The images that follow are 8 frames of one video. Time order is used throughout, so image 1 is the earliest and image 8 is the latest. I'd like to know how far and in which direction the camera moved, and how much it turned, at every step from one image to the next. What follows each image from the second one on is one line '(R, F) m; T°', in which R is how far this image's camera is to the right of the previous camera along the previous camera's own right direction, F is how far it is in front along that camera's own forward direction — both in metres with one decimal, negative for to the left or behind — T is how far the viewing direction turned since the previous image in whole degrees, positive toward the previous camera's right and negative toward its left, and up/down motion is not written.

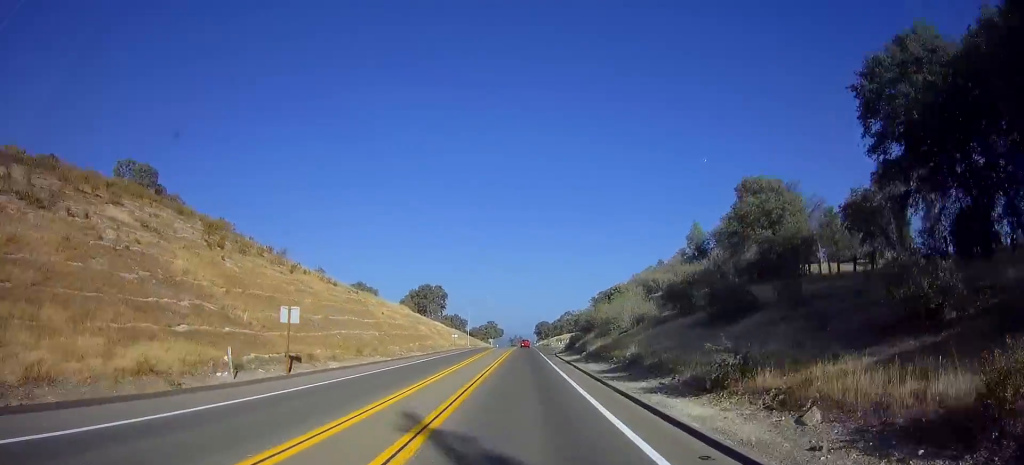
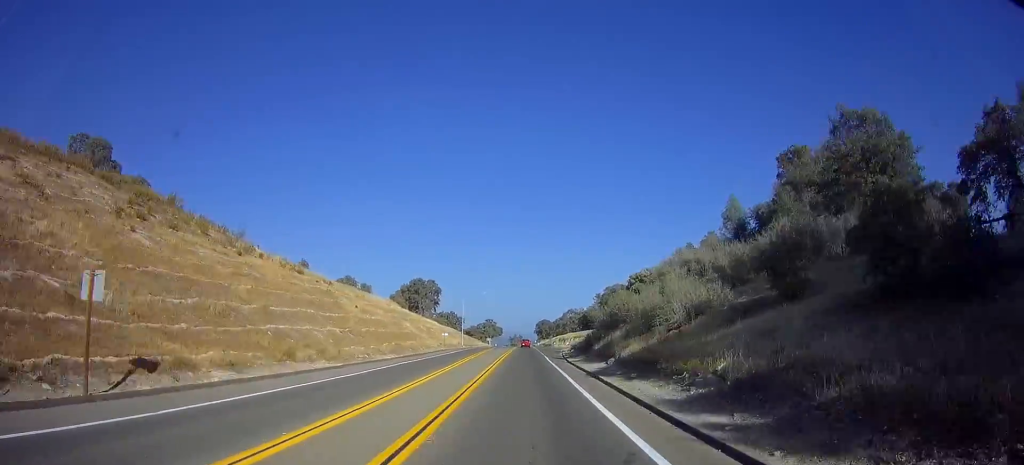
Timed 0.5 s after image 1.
(-0.1, +13.0) m; 0°
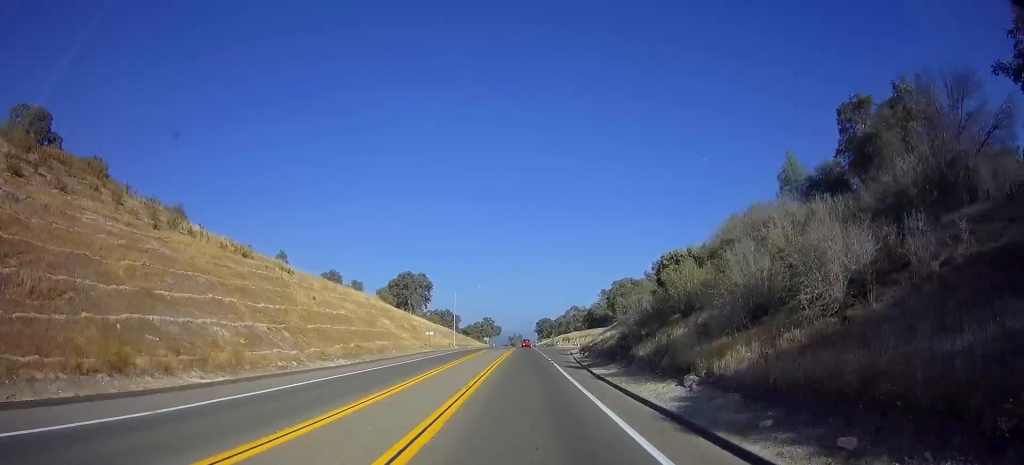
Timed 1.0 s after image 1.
(0.0, +13.9) m; 0°
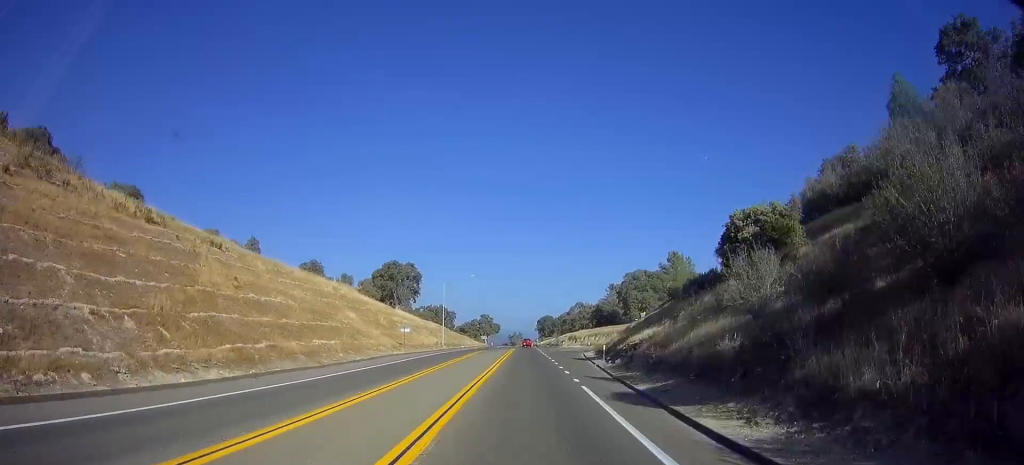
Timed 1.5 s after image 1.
(+0.2, +15.8) m; 0°
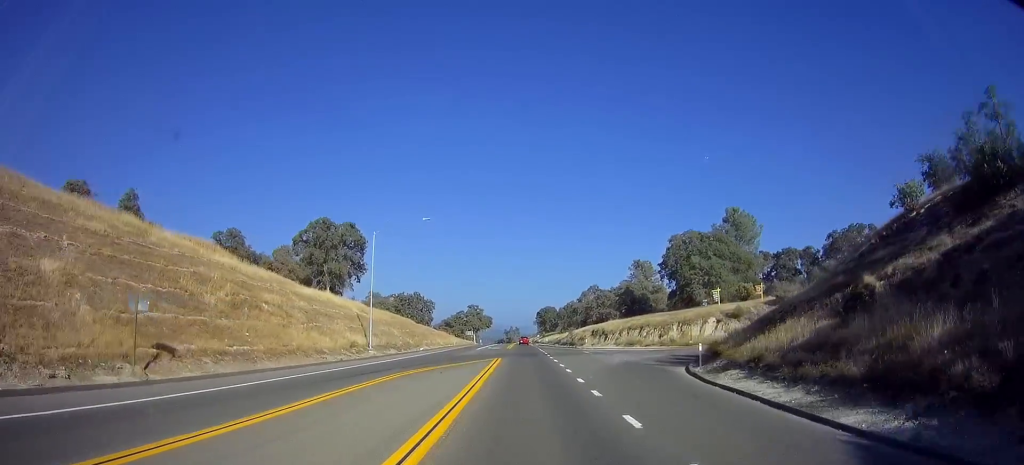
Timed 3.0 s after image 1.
(-0.2, +41.6) m; 0°
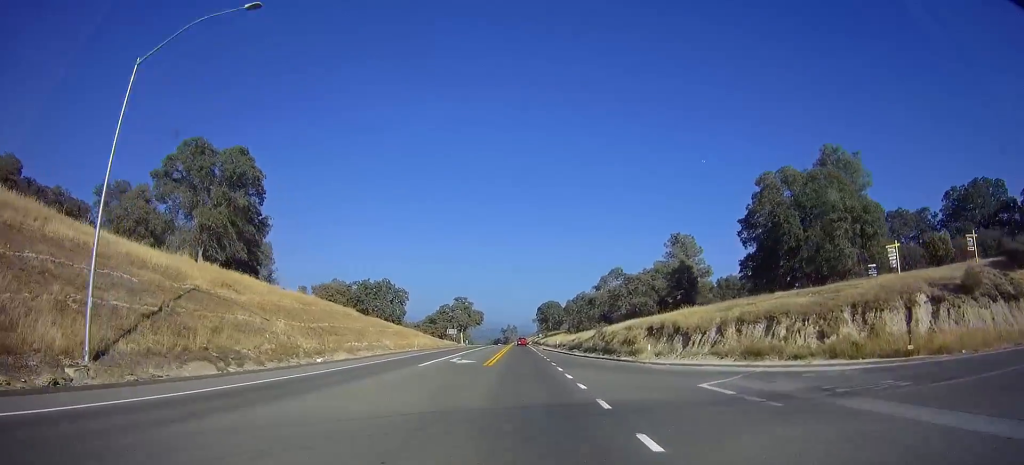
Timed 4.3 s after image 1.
(0.0, +34.0) m; 0°
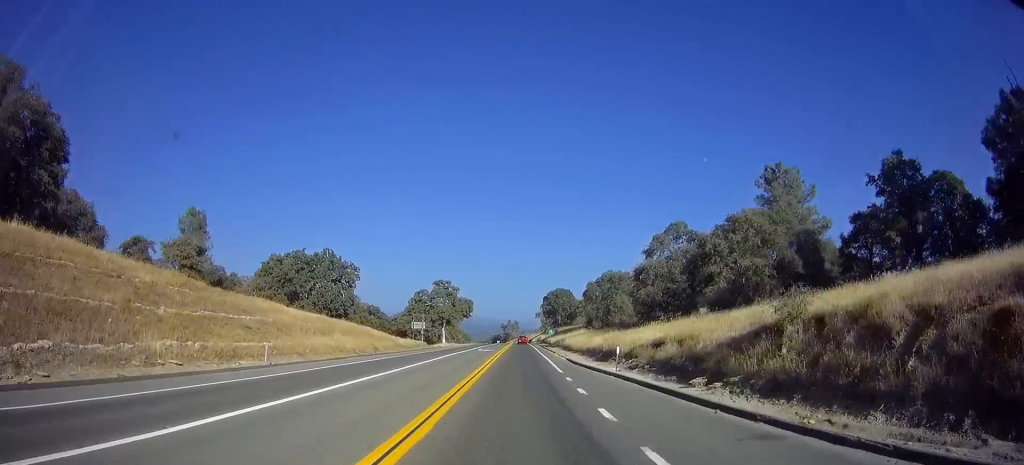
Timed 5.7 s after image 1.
(+0.2, +39.2) m; 0°
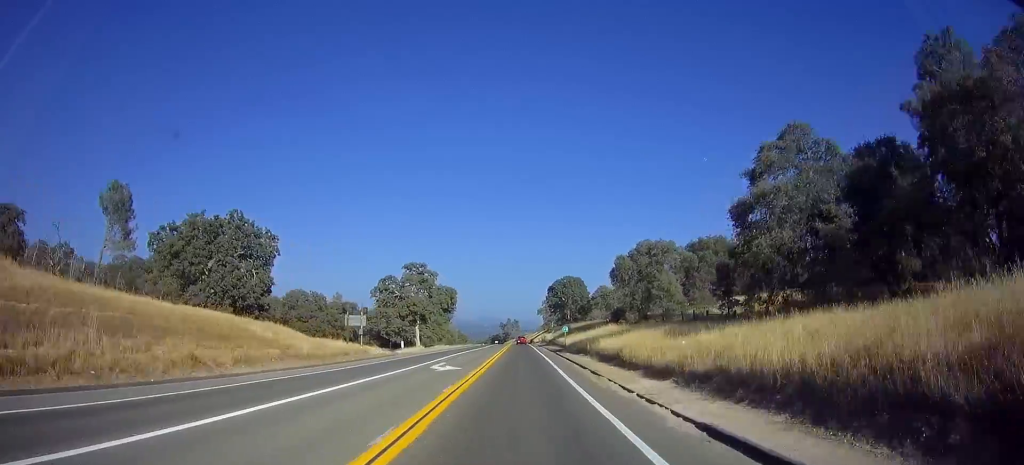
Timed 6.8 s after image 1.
(-0.3, +29.5) m; +1°
